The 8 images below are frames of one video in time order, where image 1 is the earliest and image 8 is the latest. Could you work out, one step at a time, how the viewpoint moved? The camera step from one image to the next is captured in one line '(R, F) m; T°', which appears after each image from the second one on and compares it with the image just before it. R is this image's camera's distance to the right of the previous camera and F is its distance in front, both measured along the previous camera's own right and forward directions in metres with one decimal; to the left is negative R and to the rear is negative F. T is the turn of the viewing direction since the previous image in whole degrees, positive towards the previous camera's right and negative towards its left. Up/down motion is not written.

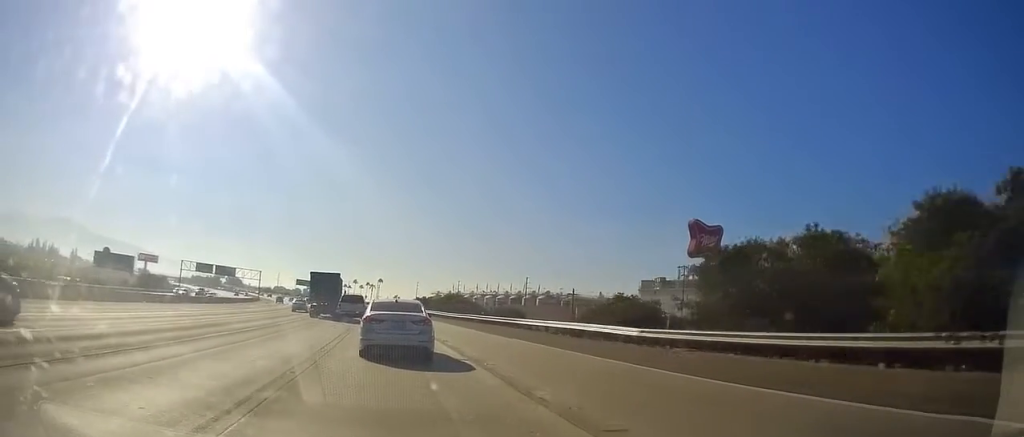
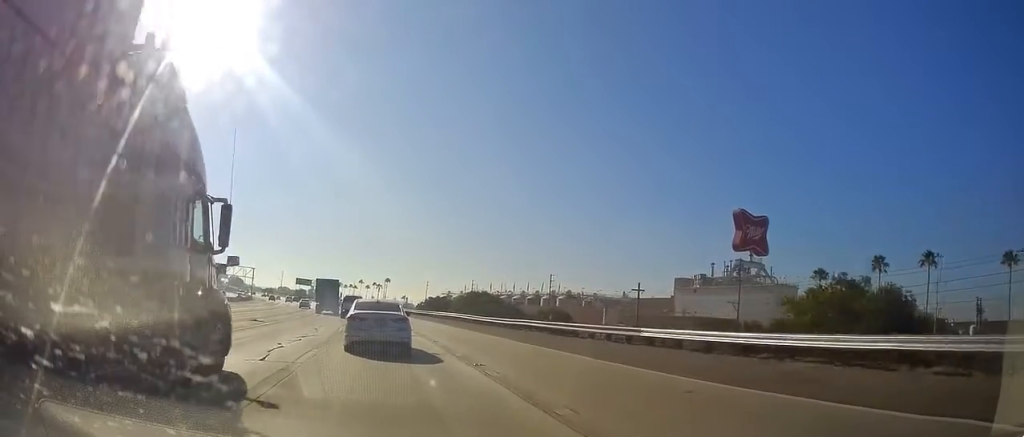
(-0.3, +28.1) m; -2°
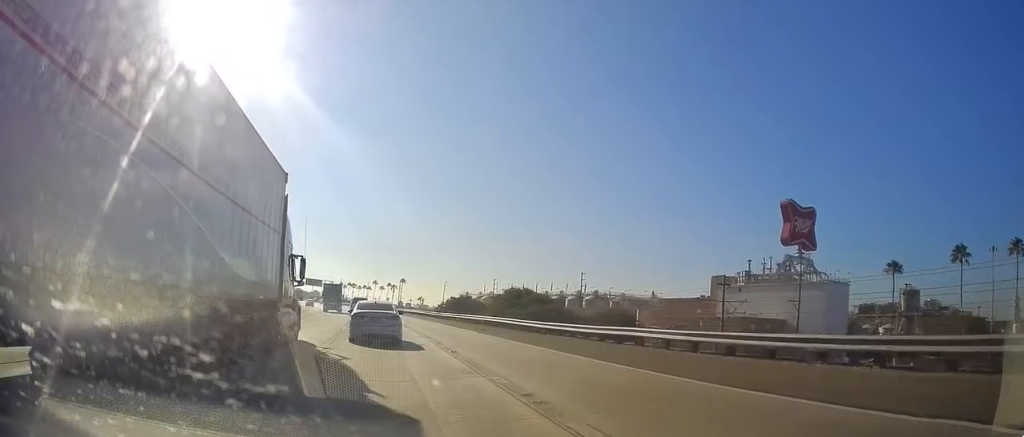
(-0.4, +19.2) m; -1°
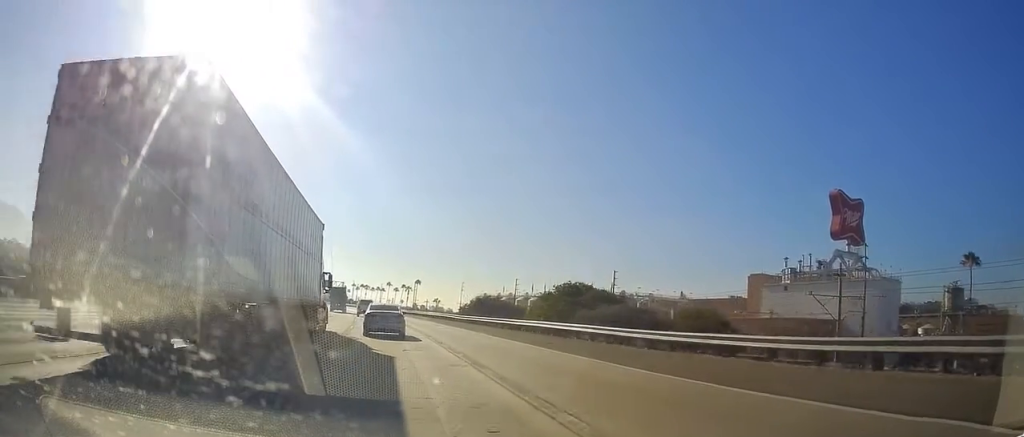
(-0.1, +14.7) m; -1°
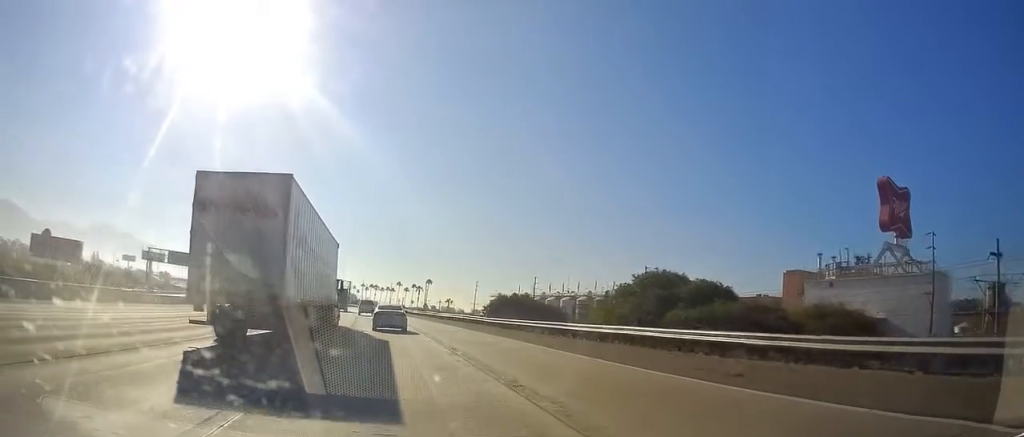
(-0.1, +11.7) m; -1°
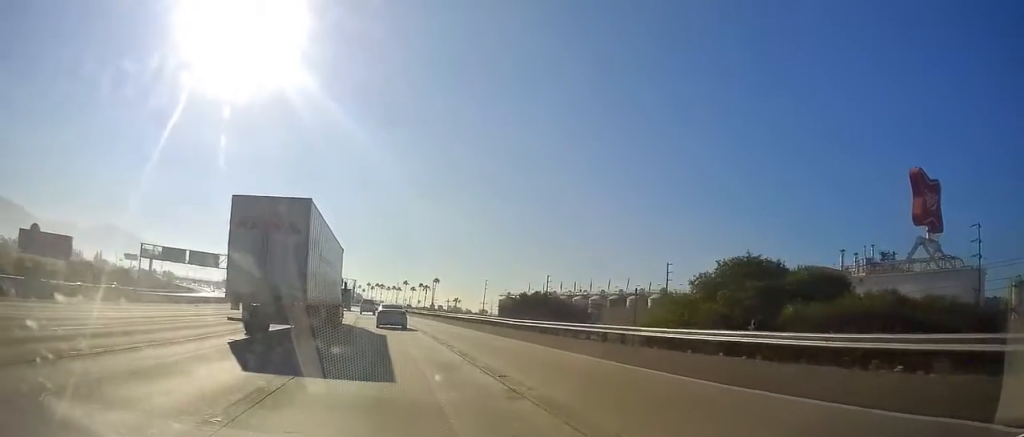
(0.0, +6.6) m; 0°
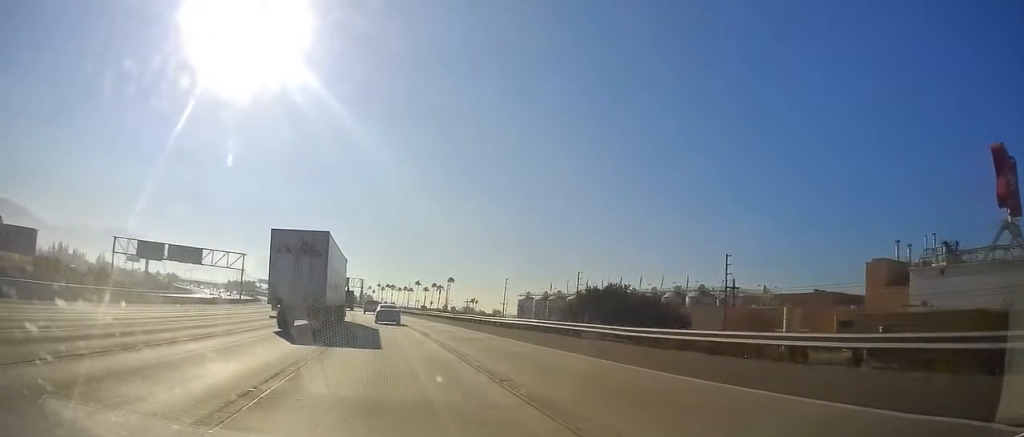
(-0.1, +16.5) m; -2°
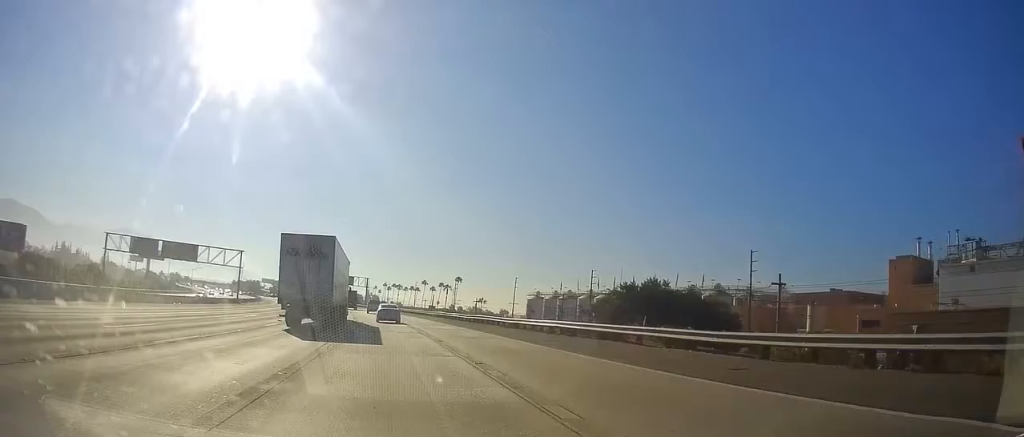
(0.0, +5.2) m; -1°
